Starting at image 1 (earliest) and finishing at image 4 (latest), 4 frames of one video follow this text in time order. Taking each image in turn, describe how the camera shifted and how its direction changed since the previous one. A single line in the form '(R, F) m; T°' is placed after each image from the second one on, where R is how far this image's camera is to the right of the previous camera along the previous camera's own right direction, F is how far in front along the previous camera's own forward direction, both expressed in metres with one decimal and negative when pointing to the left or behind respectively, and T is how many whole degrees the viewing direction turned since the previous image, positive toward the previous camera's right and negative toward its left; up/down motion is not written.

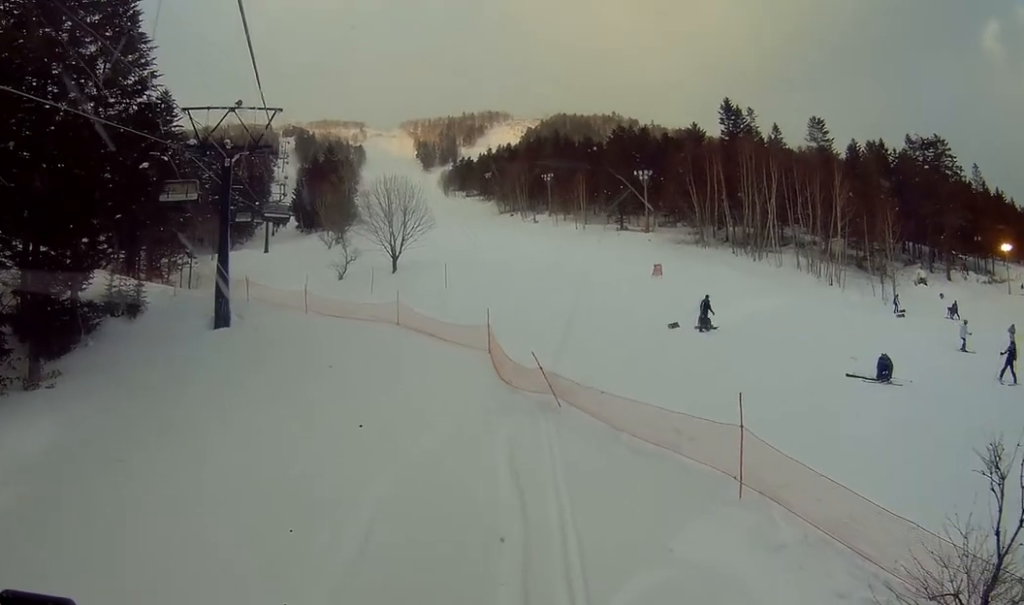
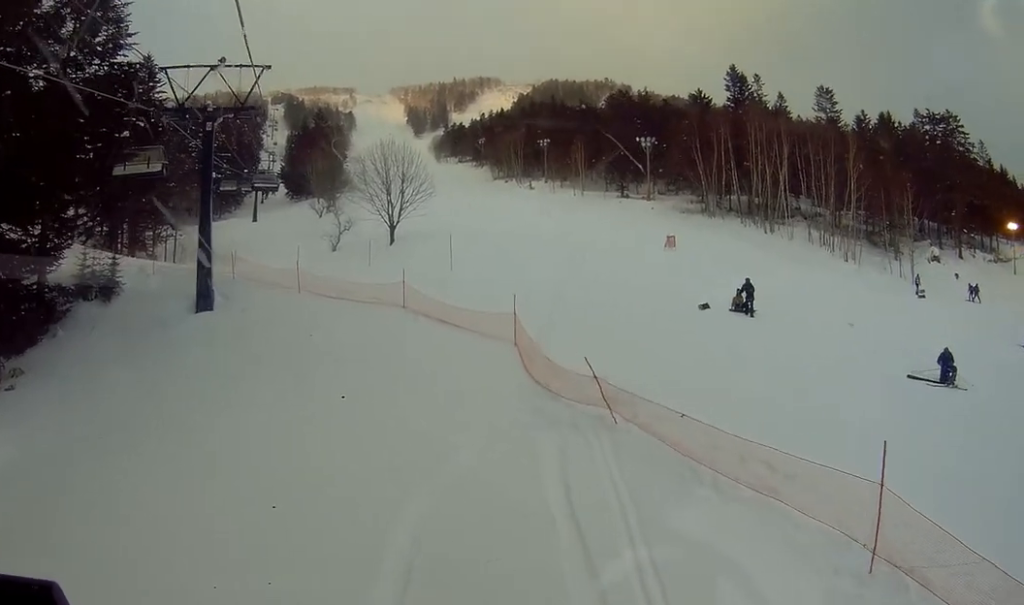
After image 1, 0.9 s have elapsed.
(0.0, +3.8) m; 0°
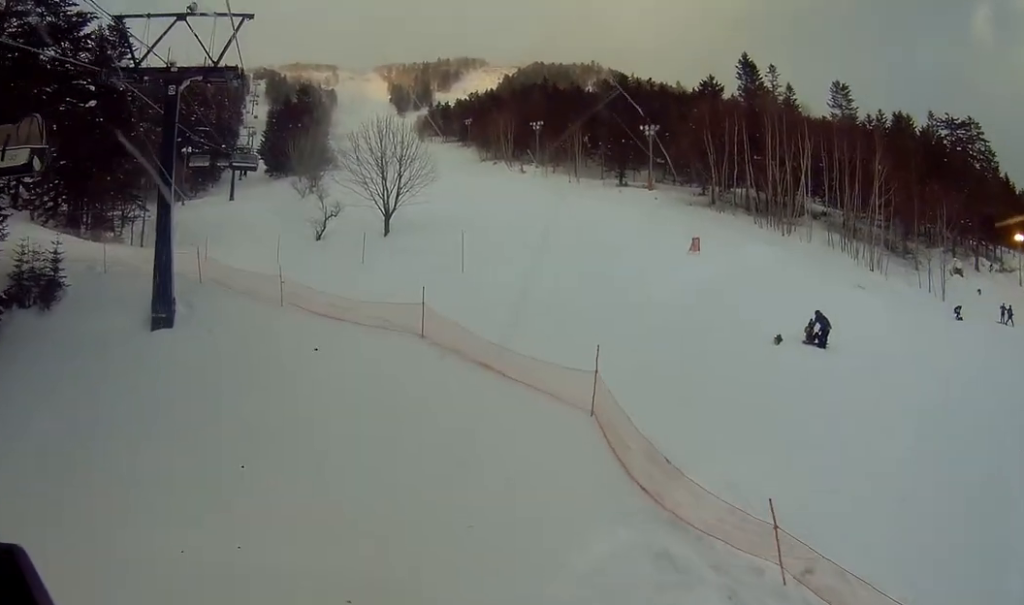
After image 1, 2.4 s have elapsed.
(0.0, +6.8) m; 0°
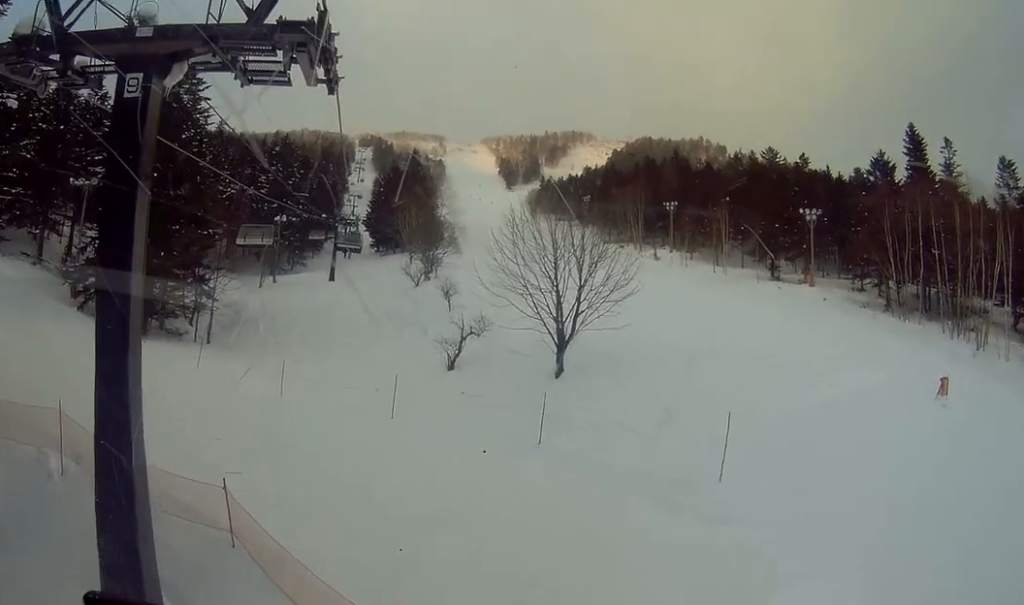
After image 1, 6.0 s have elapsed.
(0.0, +15.1) m; 0°
